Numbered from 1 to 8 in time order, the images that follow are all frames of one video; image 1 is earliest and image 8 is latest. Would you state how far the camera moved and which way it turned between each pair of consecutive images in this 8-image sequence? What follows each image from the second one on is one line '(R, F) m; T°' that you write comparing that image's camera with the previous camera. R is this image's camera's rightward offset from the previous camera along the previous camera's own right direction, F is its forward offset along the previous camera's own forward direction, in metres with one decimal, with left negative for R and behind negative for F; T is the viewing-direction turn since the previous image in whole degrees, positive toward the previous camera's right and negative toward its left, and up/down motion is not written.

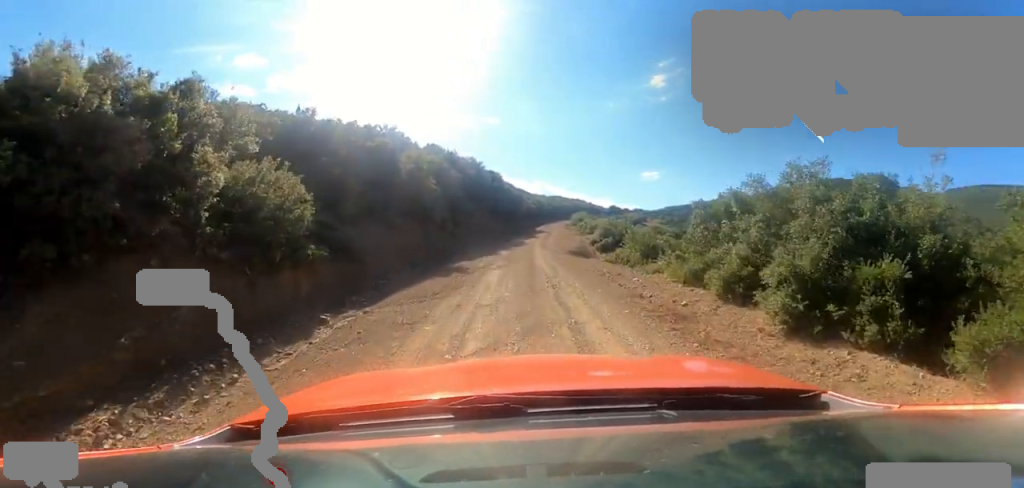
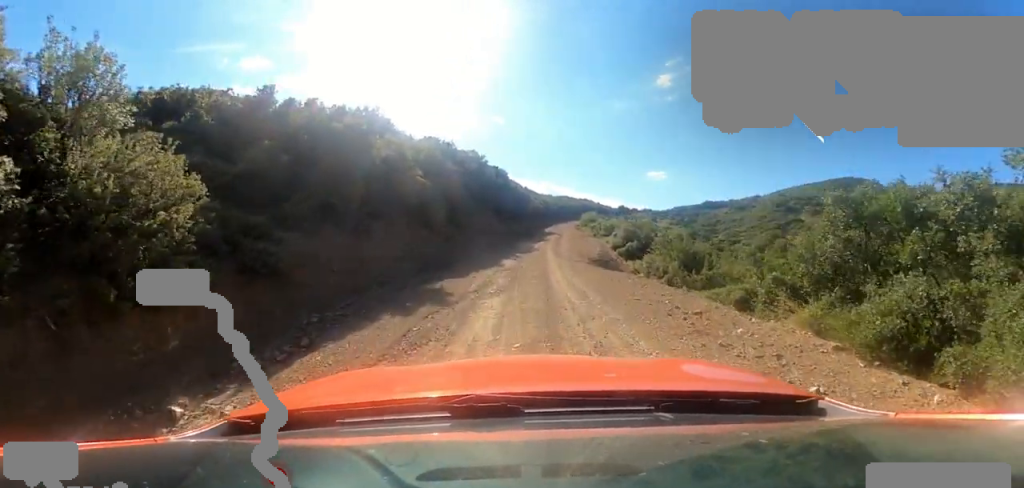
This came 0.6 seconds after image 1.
(0.0, +3.3) m; 0°
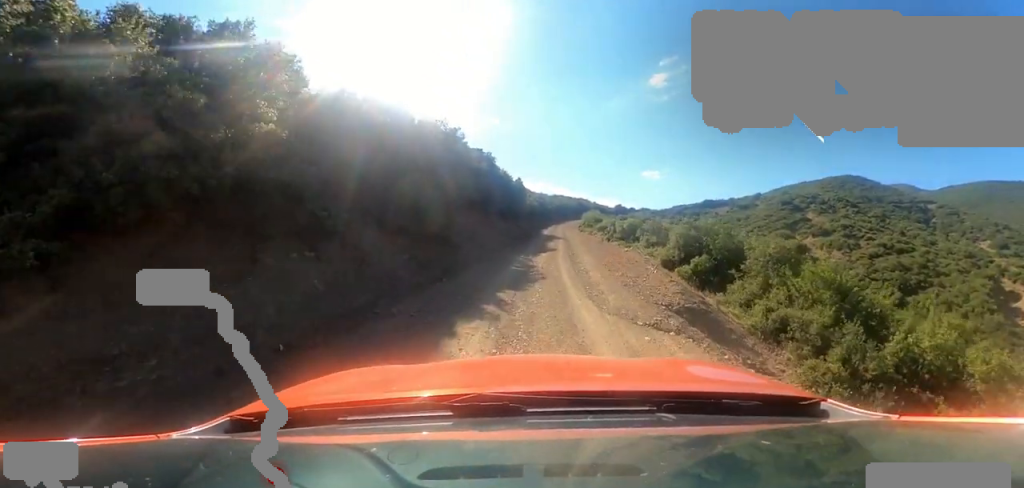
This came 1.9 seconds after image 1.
(0.0, +7.9) m; 0°
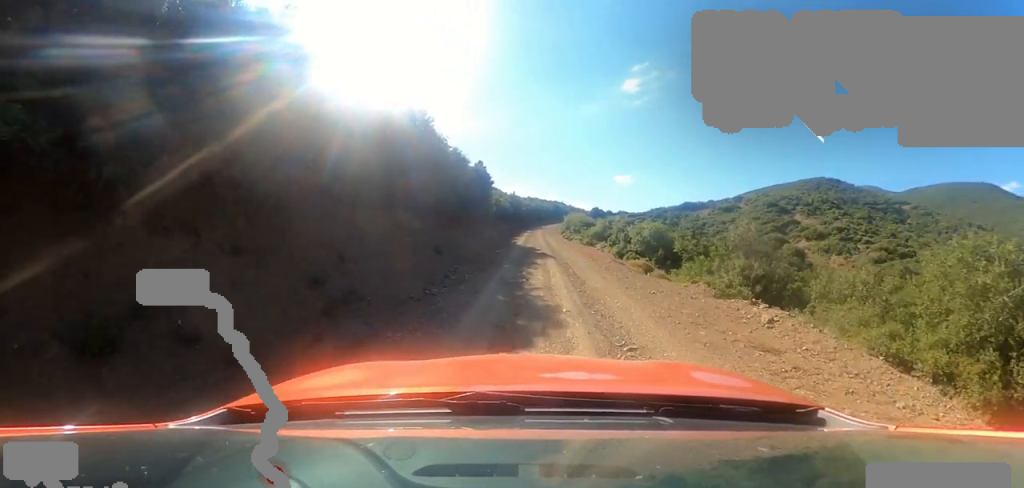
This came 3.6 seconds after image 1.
(-0.6, +10.3) m; -5°
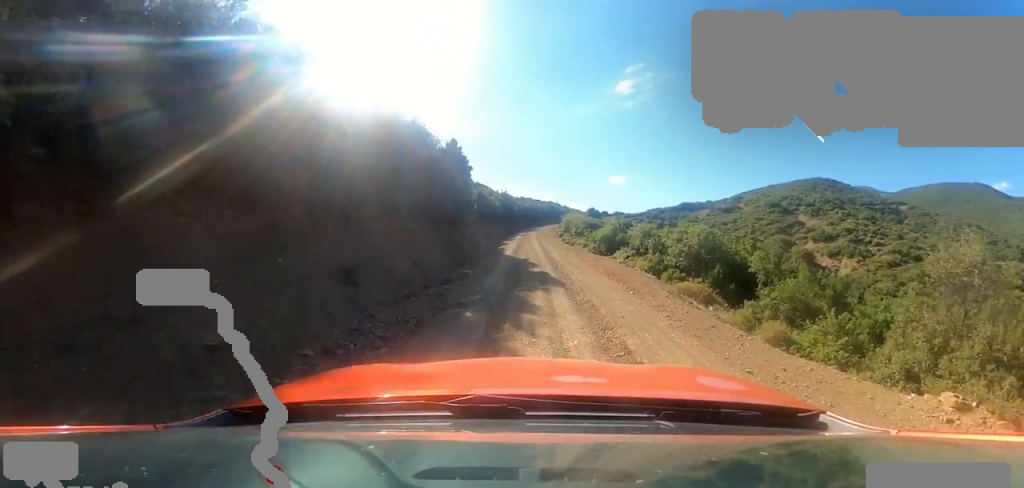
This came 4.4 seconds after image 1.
(-0.1, +5.5) m; 0°
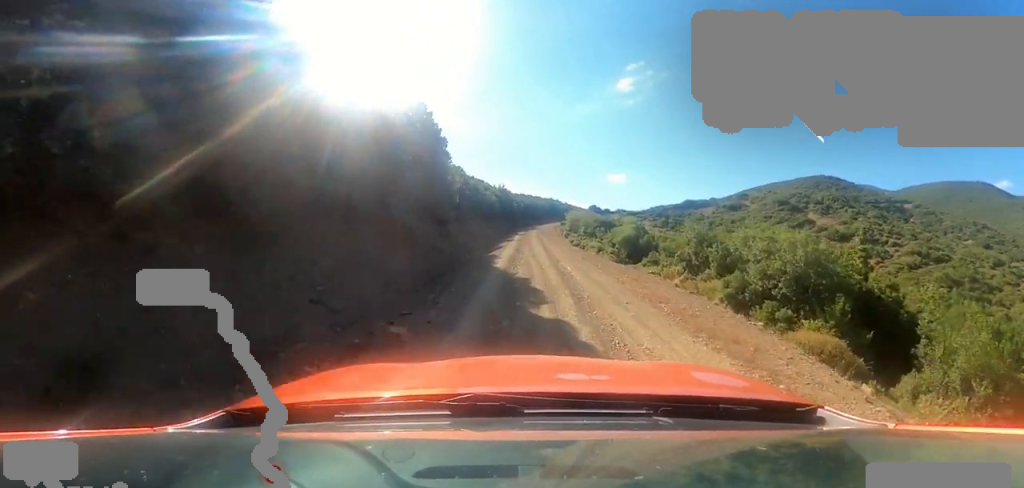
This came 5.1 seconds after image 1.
(+0.3, +4.7) m; 0°
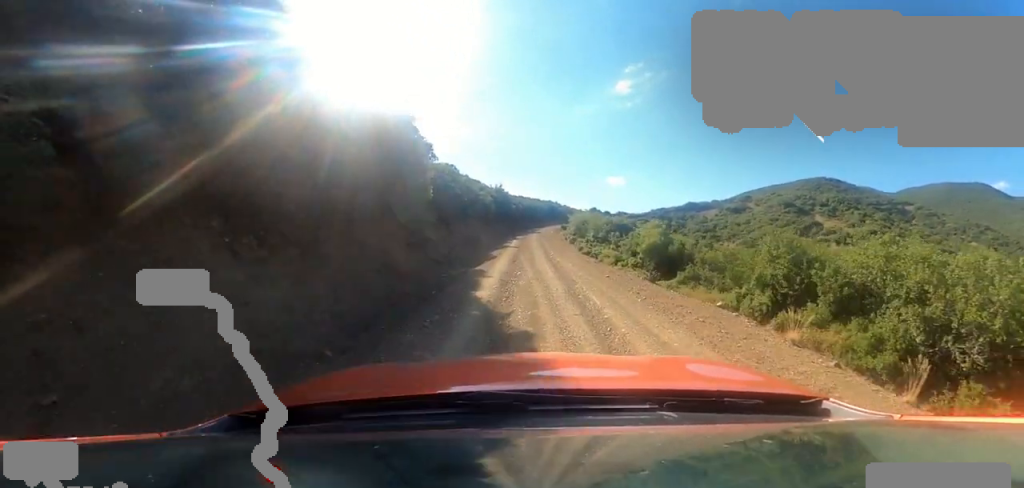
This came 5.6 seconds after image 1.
(-0.2, +3.8) m; -2°
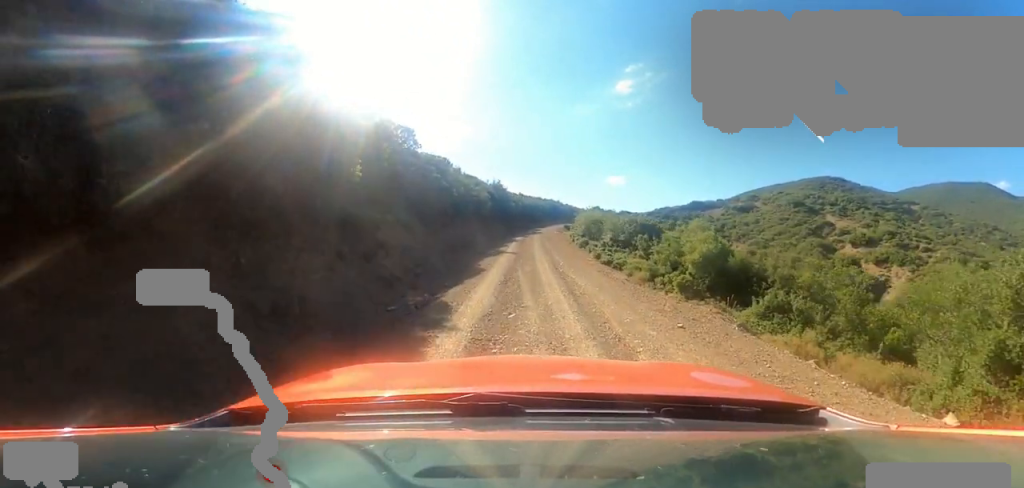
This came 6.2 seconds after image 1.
(-0.1, +4.2) m; 0°
